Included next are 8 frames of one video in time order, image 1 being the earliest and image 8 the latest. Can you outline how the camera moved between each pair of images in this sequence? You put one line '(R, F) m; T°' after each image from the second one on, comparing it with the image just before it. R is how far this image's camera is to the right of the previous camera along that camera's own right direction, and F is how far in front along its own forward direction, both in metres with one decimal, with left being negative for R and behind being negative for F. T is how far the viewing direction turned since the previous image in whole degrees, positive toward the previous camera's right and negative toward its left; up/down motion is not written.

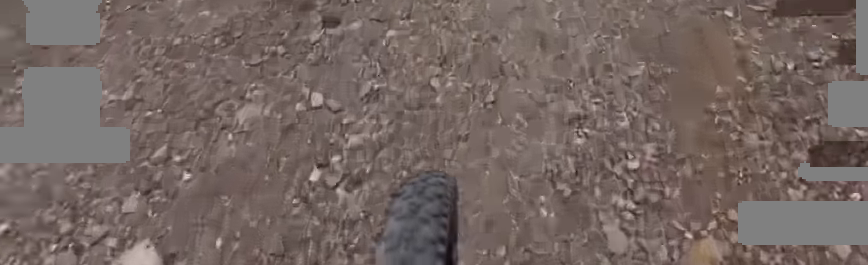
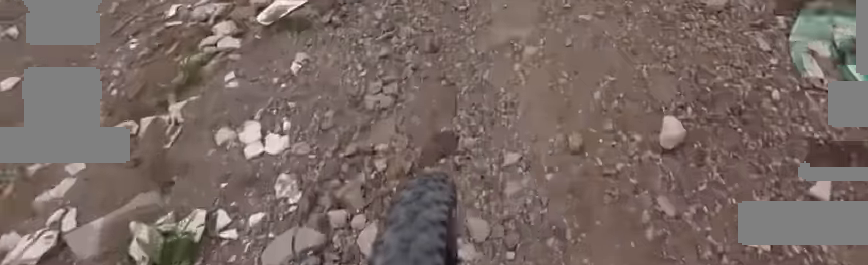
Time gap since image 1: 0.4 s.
(+0.1, +2.9) m; +4°
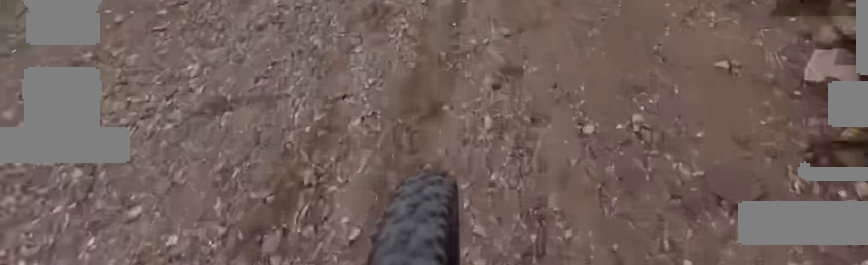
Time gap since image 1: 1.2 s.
(-0.1, +5.2) m; +6°
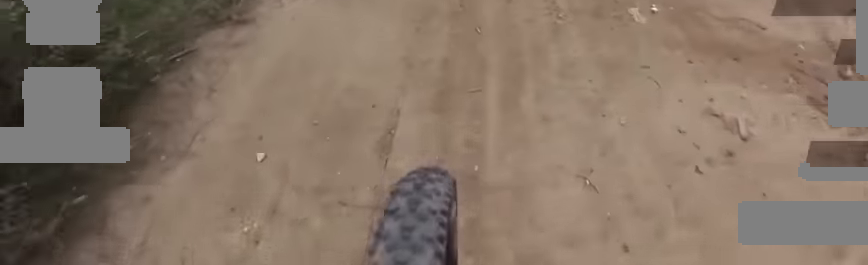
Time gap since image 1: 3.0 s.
(0.0, +12.8) m; 0°
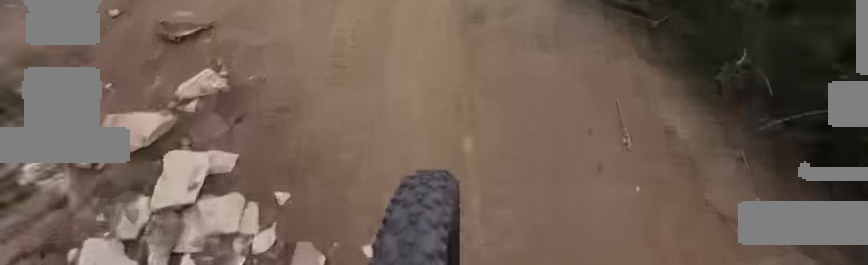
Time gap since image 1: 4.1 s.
(+0.8, +8.0) m; +13°
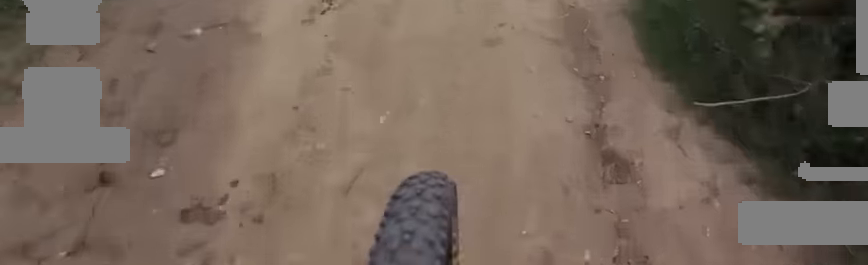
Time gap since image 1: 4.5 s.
(+0.3, +2.9) m; -5°
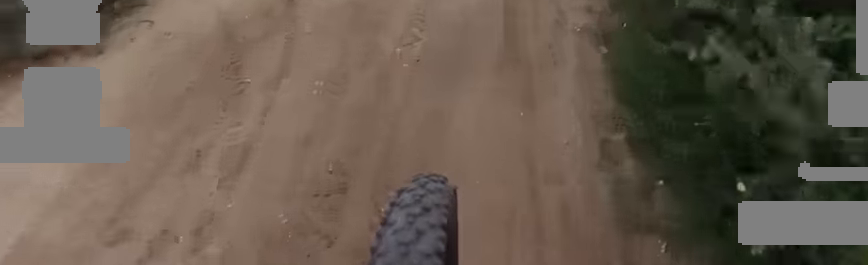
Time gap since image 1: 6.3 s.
(-3.8, +12.0) m; -47°
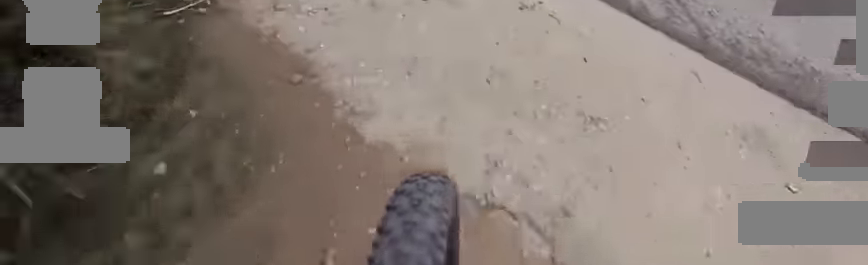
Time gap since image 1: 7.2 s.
(-1.5, +6.4) m; -22°
